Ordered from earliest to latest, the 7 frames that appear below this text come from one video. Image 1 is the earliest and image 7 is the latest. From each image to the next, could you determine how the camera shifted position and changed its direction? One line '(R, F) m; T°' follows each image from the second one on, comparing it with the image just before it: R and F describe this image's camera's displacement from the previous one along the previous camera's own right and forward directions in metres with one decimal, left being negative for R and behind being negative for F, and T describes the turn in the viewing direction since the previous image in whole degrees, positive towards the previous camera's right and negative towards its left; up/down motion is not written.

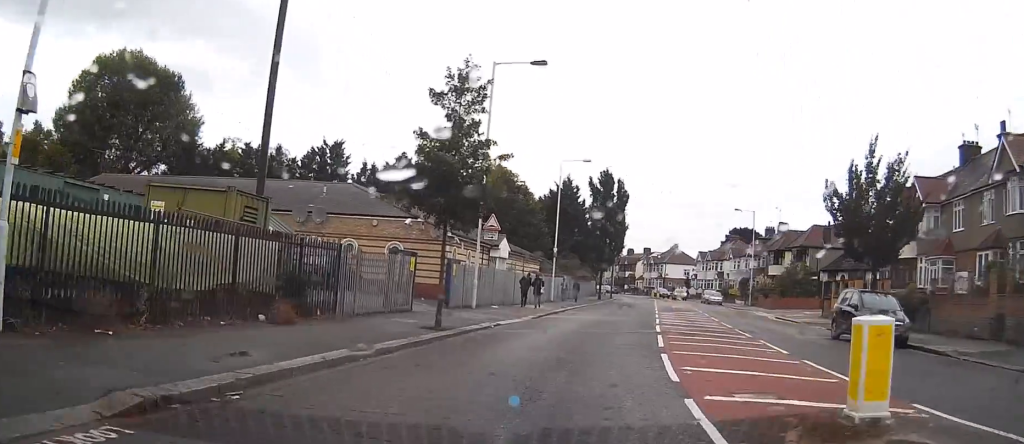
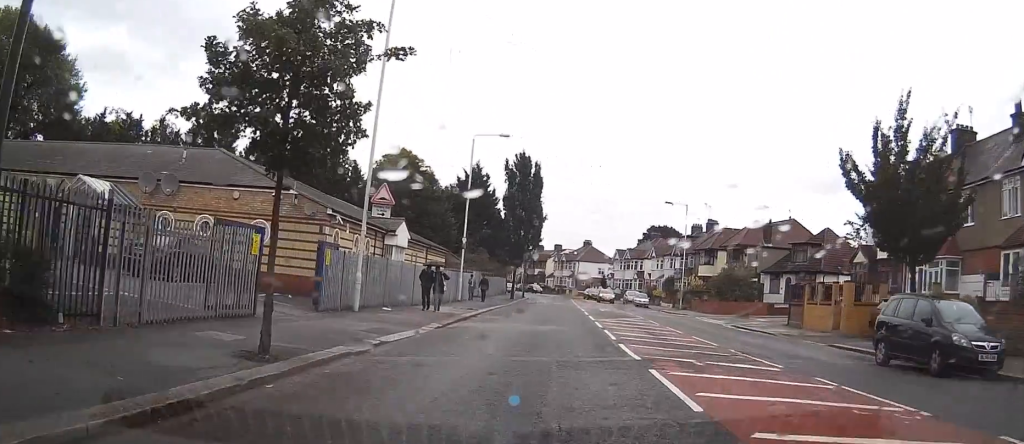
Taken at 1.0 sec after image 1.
(+0.6, +8.4) m; +7°
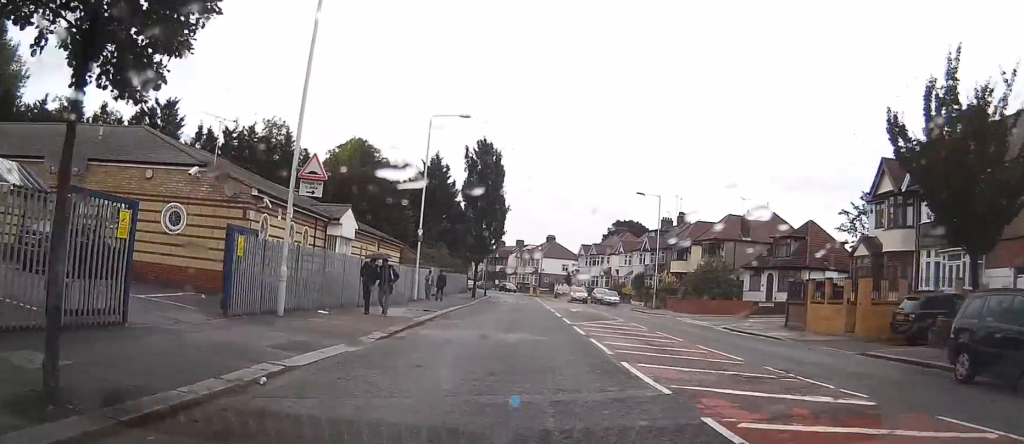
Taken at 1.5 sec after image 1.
(+0.1, +4.5) m; +2°
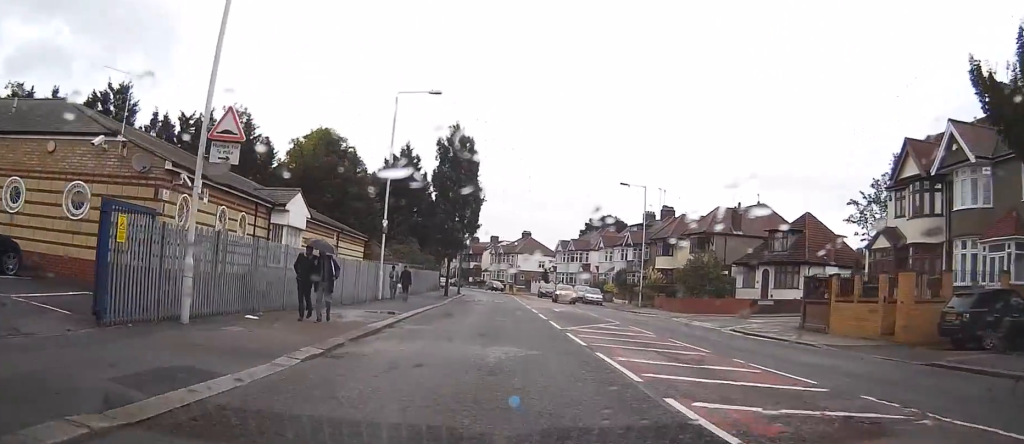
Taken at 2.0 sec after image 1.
(+0.1, +4.7) m; +2°
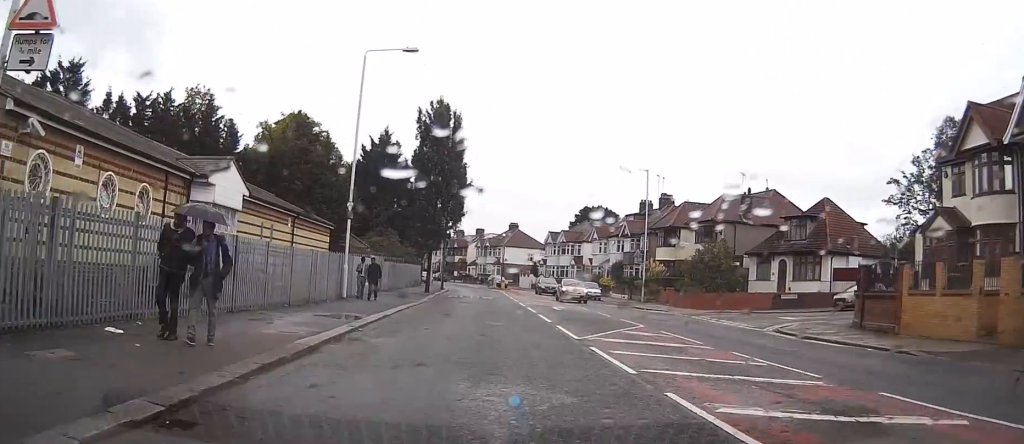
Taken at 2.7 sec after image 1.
(+0.2, +6.4) m; +2°
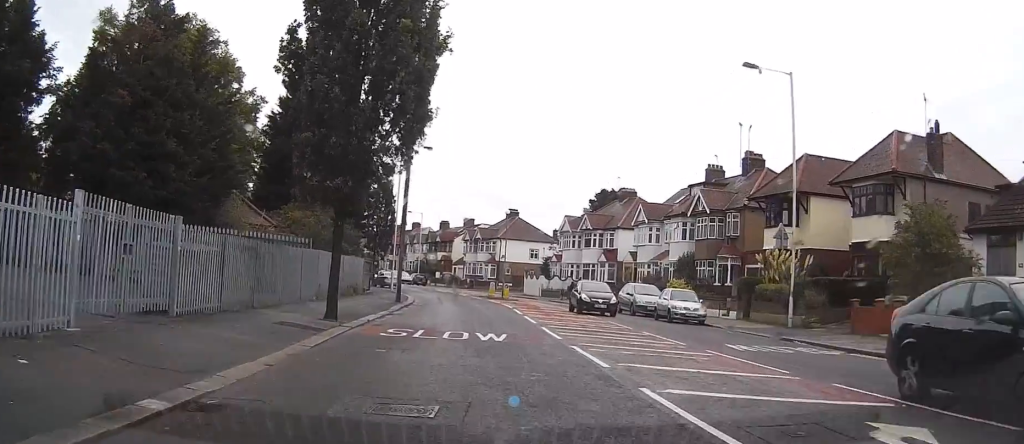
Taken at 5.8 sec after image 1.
(-0.1, +30.5) m; 0°
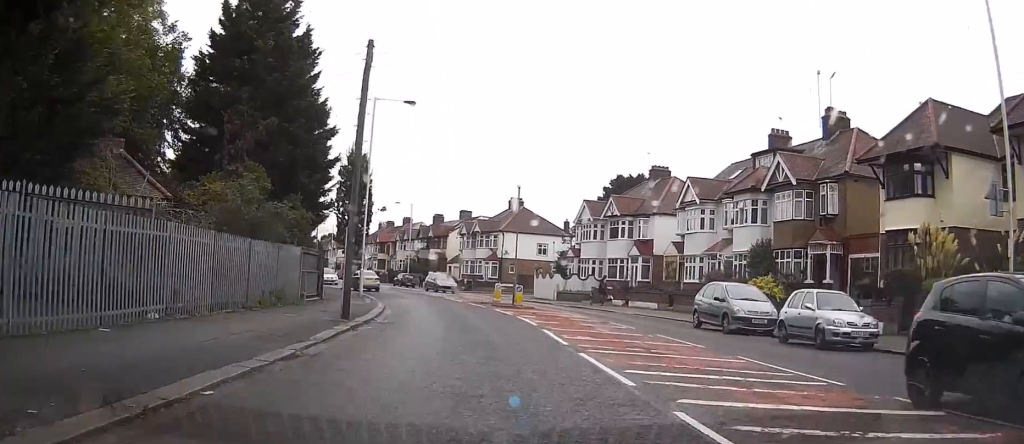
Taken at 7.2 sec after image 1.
(0.0, +14.5) m; 0°
